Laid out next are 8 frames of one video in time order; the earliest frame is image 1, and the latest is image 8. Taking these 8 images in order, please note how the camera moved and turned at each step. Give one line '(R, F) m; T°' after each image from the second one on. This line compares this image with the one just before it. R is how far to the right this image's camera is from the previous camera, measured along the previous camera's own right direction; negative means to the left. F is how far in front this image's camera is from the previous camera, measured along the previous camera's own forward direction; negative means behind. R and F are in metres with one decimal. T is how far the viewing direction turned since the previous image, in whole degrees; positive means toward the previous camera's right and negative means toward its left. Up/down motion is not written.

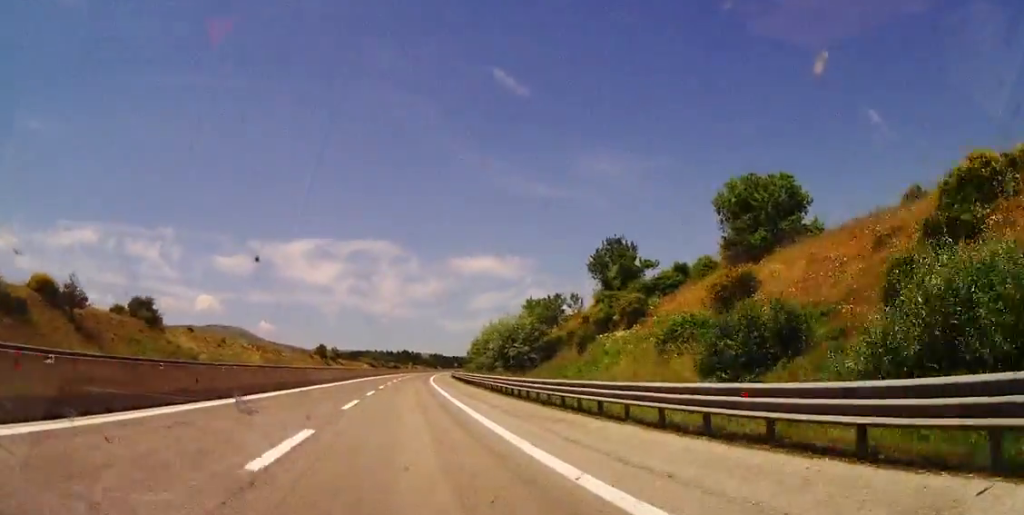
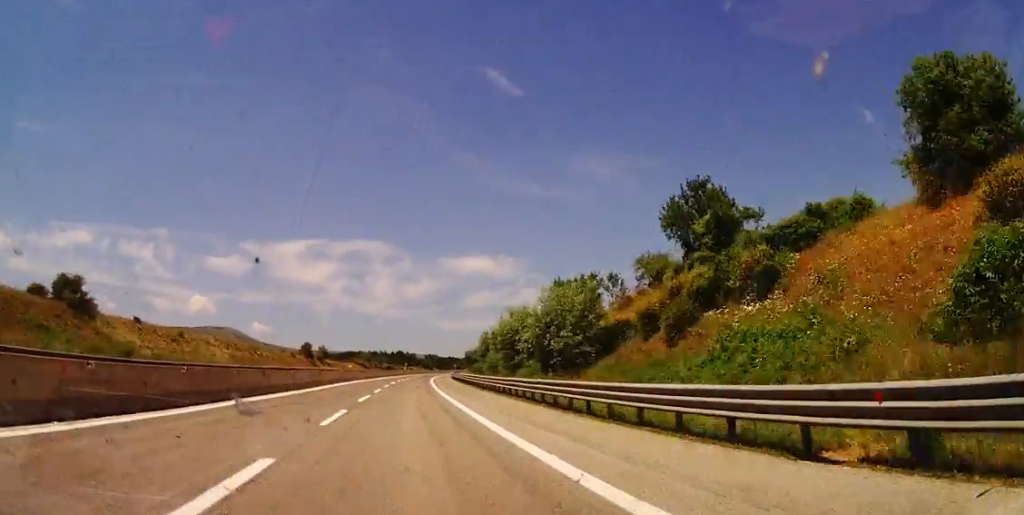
(+0.2, +16.7) m; 0°
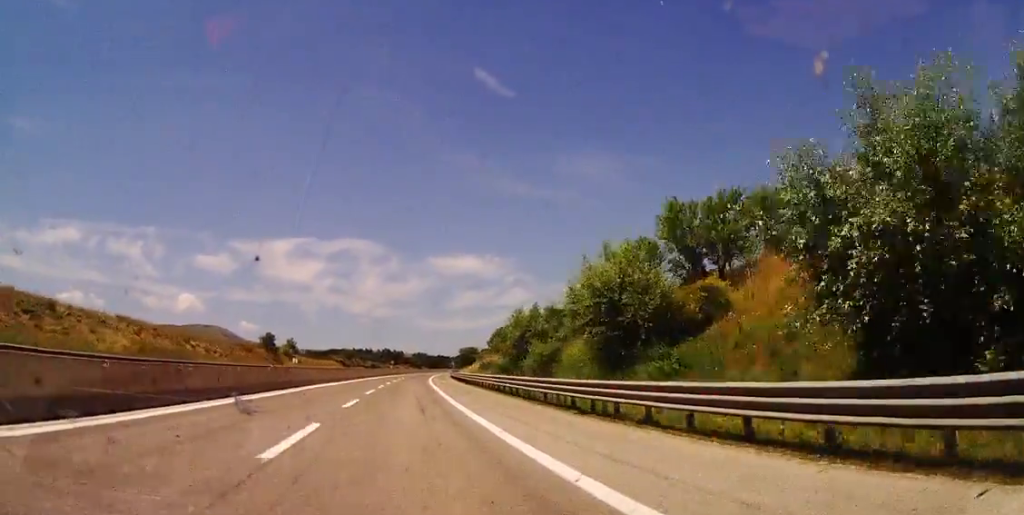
(+0.1, +29.7) m; +1°
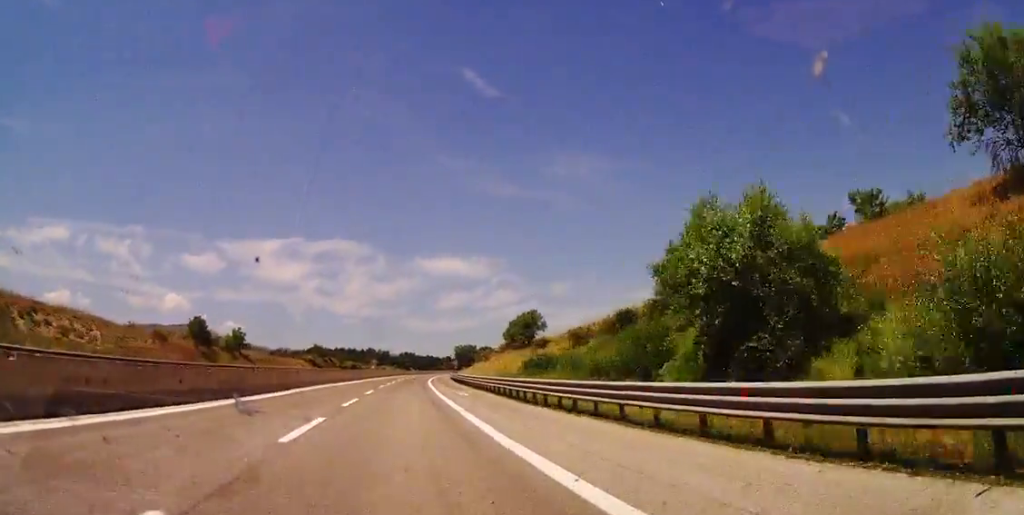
(+0.3, +34.5) m; +1°
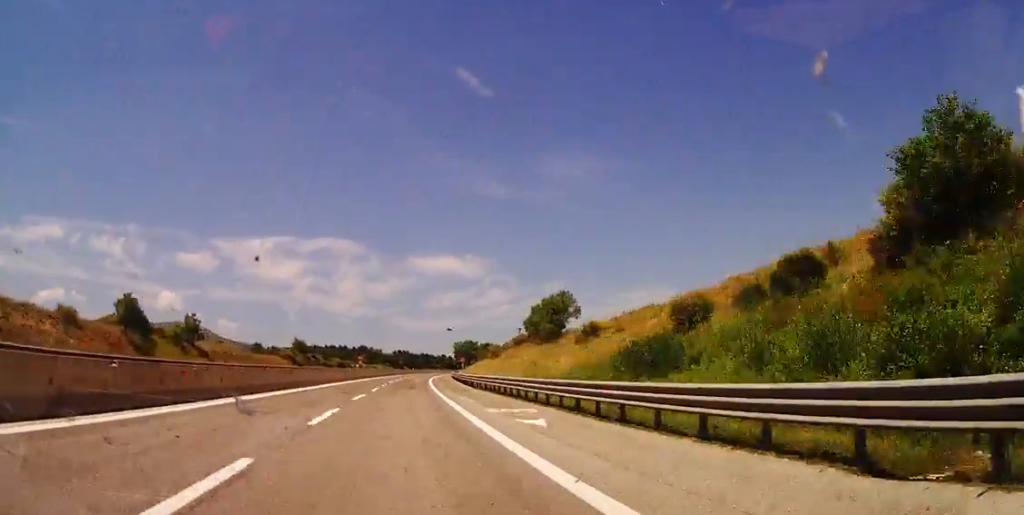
(+0.1, +20.2) m; +1°
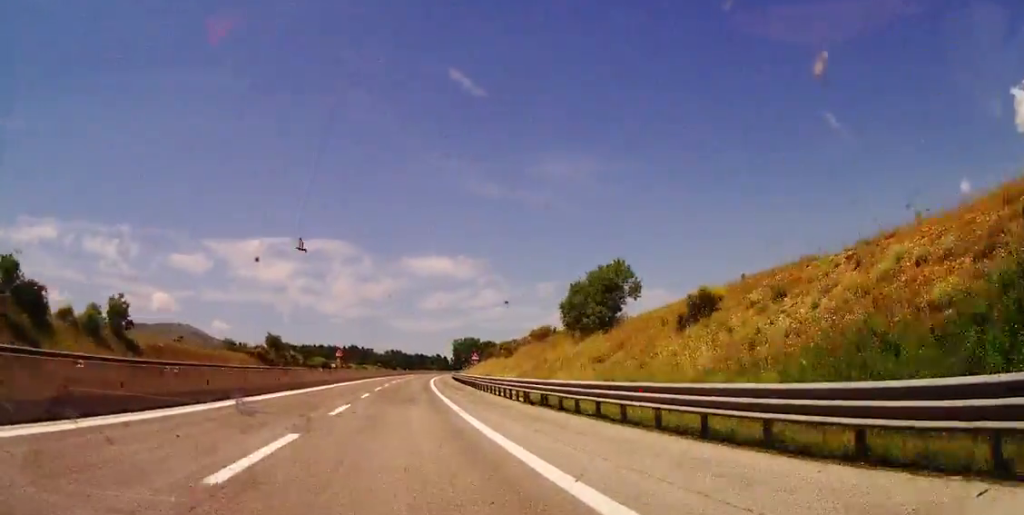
(+0.3, +20.2) m; +1°
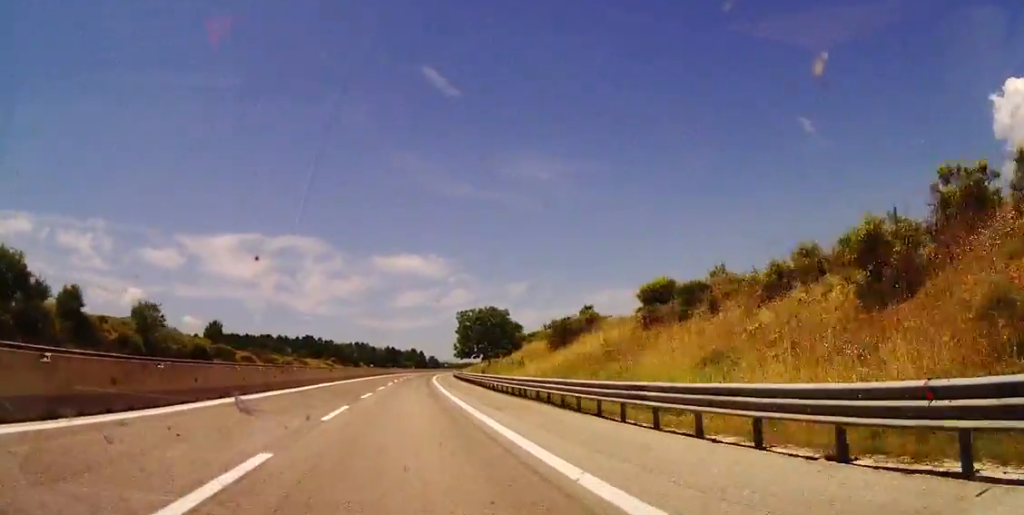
(+1.3, +75.8) m; +2°
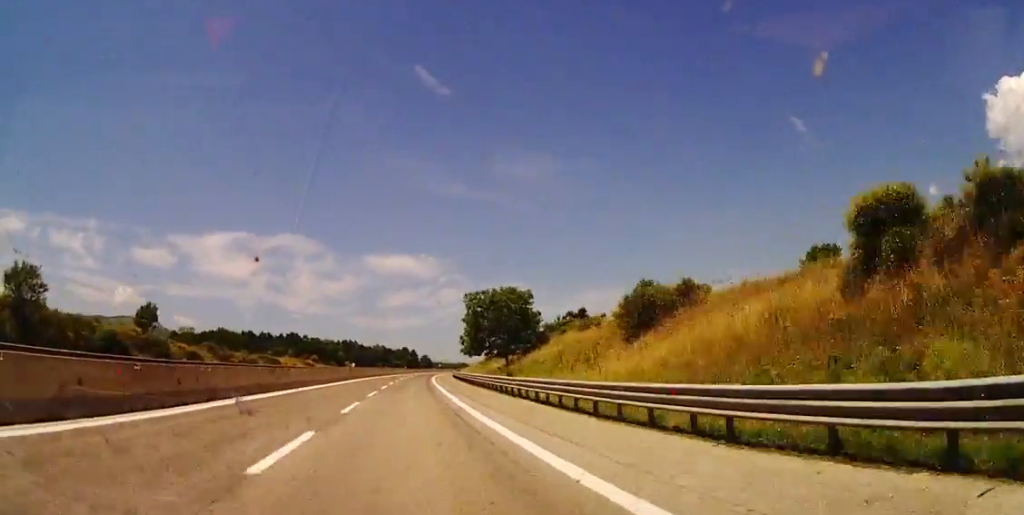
(+0.1, +20.1) m; +1°
